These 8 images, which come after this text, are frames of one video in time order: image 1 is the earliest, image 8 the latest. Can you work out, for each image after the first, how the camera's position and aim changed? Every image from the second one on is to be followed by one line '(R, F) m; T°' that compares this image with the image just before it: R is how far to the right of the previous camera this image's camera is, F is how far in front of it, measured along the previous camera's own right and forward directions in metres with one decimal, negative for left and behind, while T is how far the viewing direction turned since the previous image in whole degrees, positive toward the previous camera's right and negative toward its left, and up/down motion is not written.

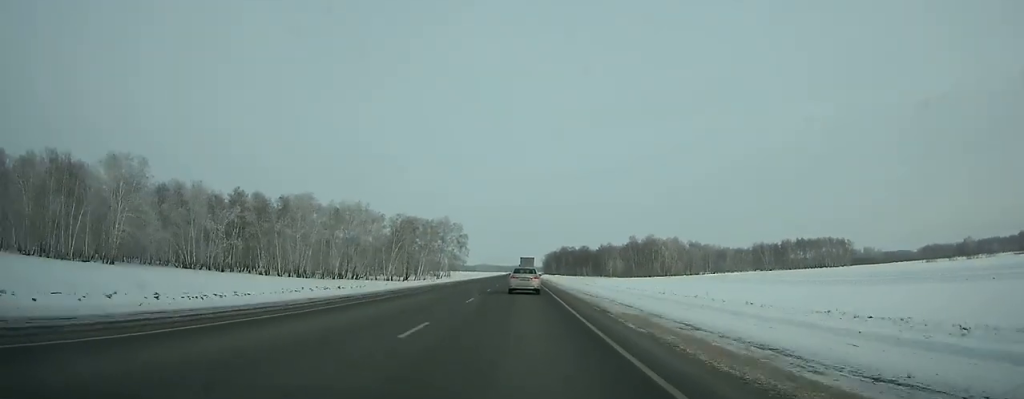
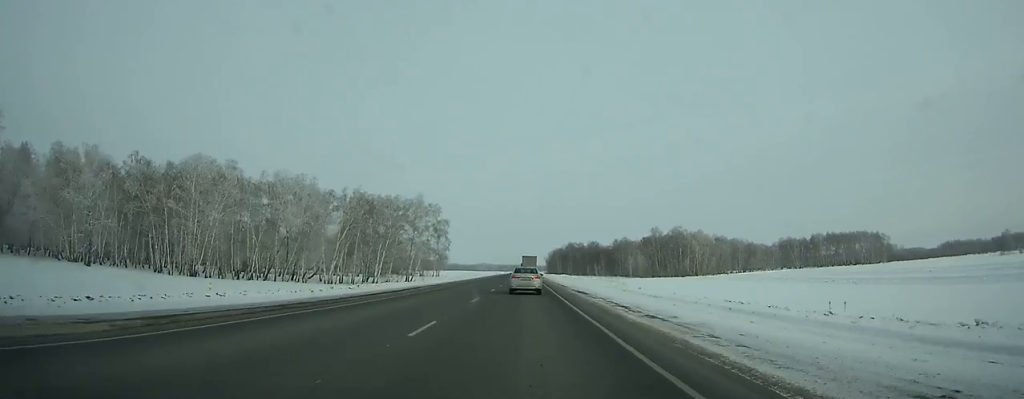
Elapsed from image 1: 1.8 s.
(-0.2, +46.9) m; 0°
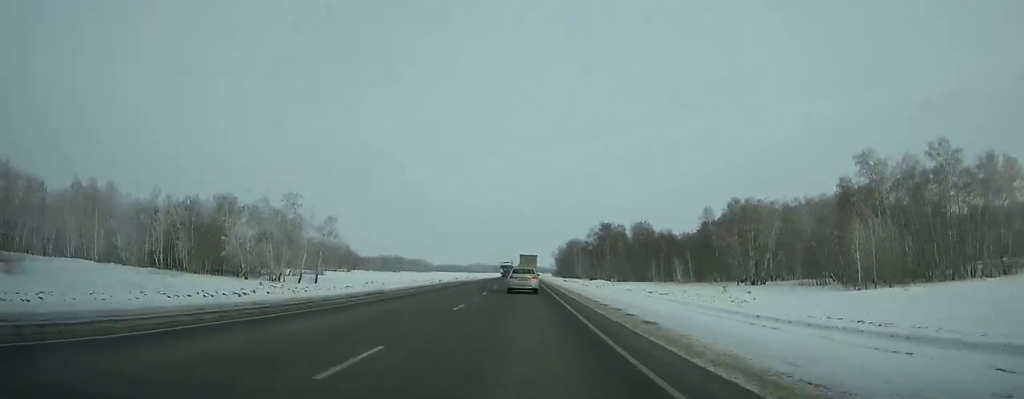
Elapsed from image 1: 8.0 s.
(+0.6, +159.5) m; 0°
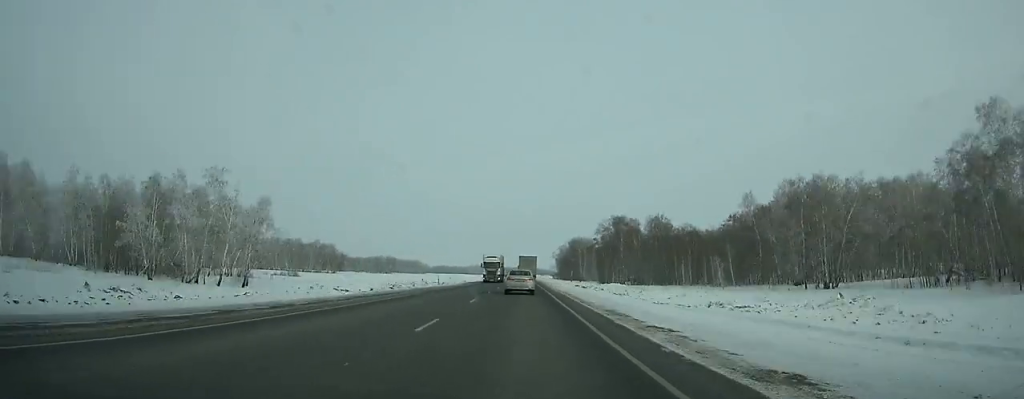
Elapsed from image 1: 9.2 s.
(+0.2, +31.8) m; 0°
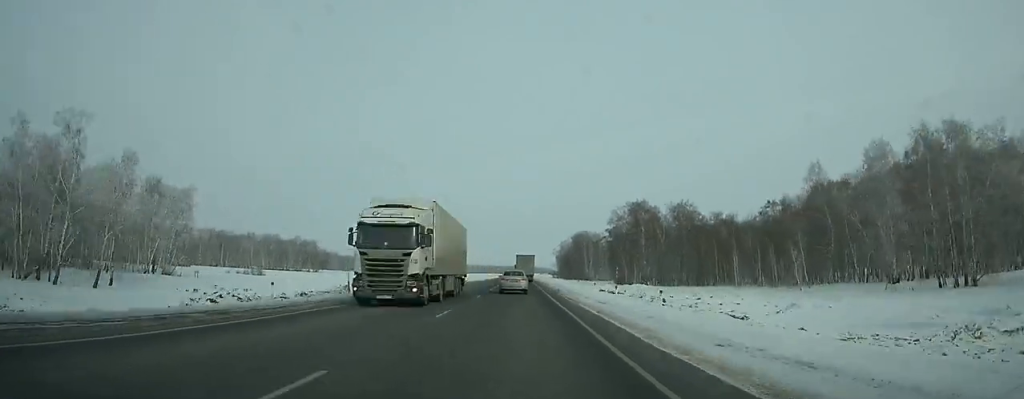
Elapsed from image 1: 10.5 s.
(+0.2, +34.4) m; 0°
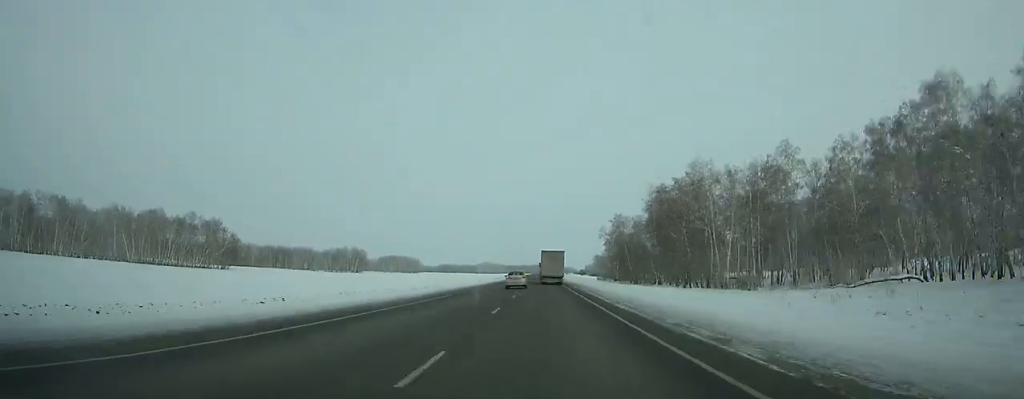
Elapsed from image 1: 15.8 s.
(-3.0, +148.6) m; -1°
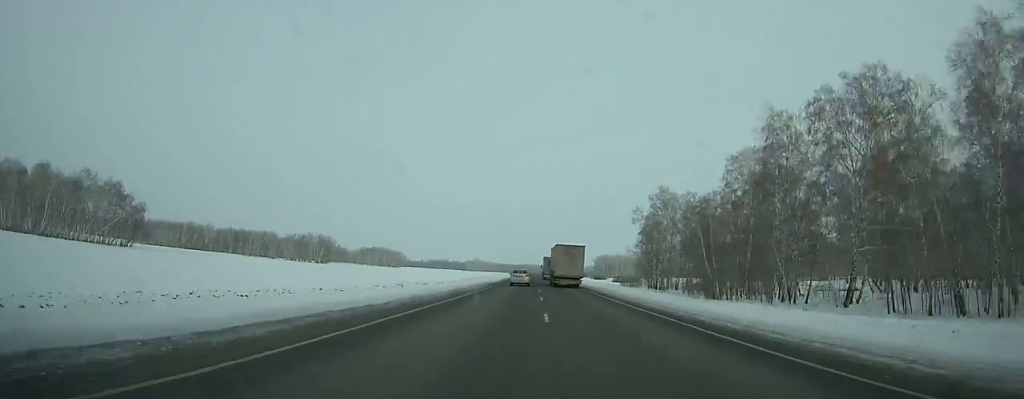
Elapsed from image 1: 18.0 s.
(+0.3, +65.9) m; 0°
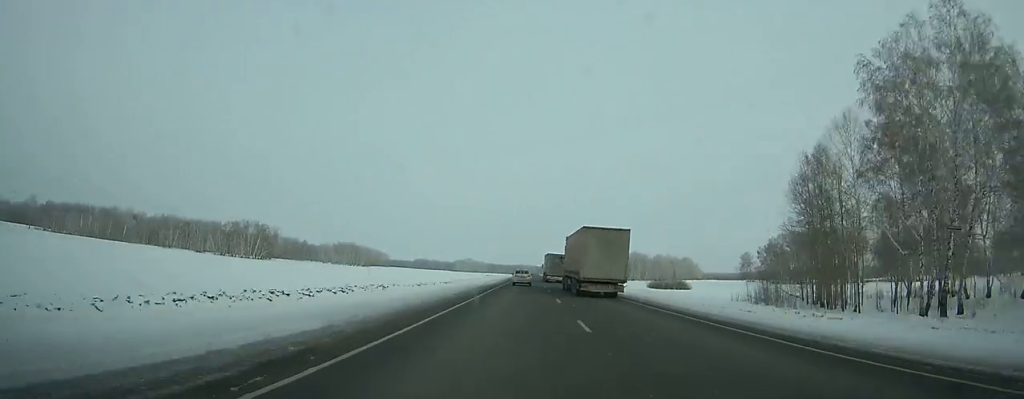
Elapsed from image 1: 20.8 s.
(+0.5, +86.8) m; +1°
